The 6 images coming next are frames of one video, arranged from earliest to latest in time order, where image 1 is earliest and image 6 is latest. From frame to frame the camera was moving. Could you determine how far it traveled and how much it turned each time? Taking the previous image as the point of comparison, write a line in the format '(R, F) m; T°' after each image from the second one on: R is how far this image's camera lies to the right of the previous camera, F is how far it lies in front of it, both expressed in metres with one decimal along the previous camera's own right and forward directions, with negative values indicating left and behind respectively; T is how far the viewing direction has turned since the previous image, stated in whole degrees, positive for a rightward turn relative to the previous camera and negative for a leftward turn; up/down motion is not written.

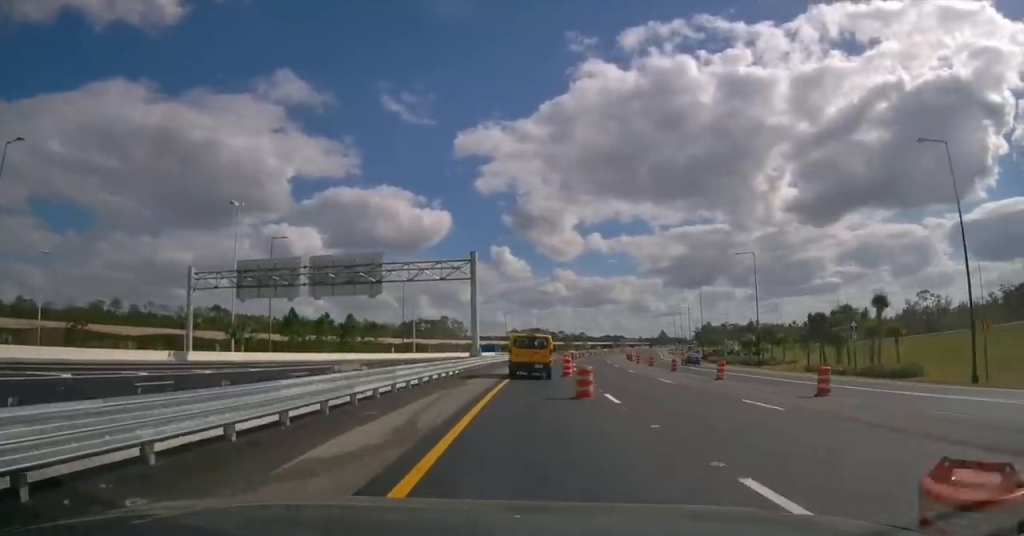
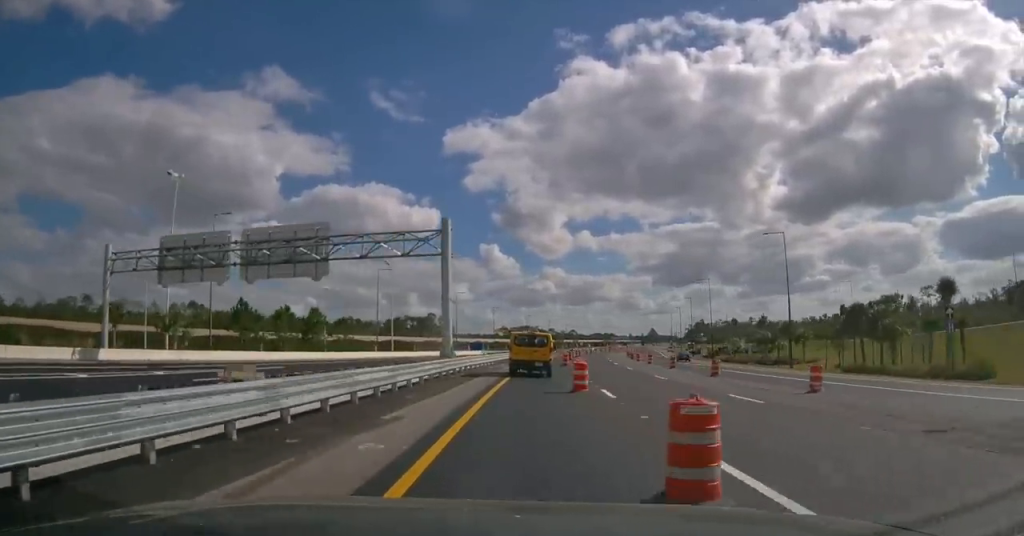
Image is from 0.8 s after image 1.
(+0.3, +11.4) m; +1°
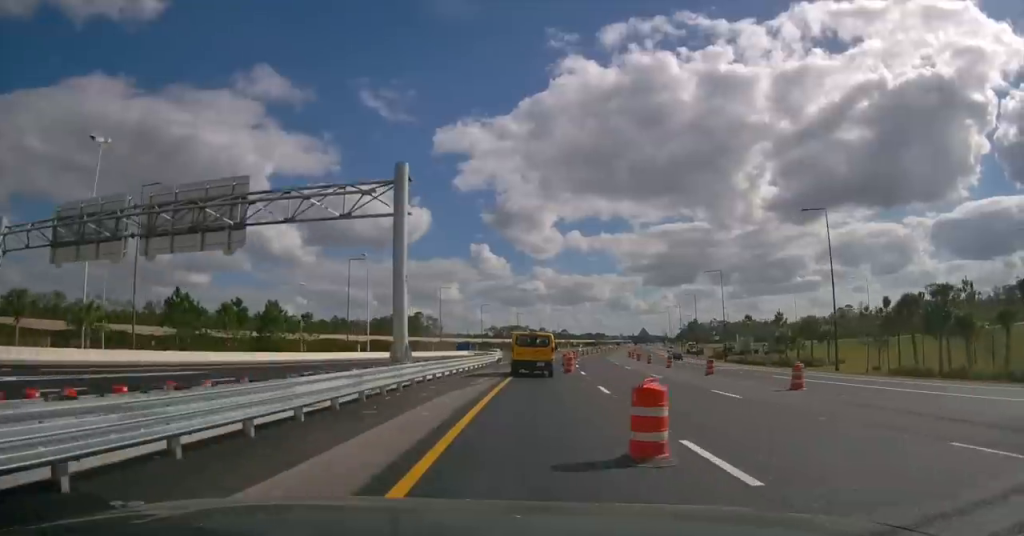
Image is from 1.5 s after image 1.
(+0.3, +11.0) m; 0°
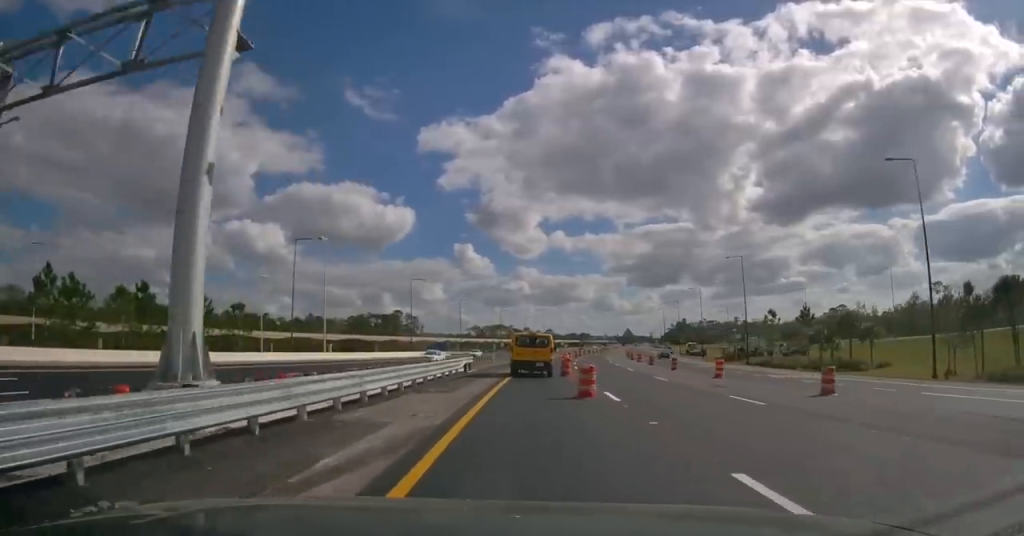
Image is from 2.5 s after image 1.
(-0.4, +14.9) m; -1°
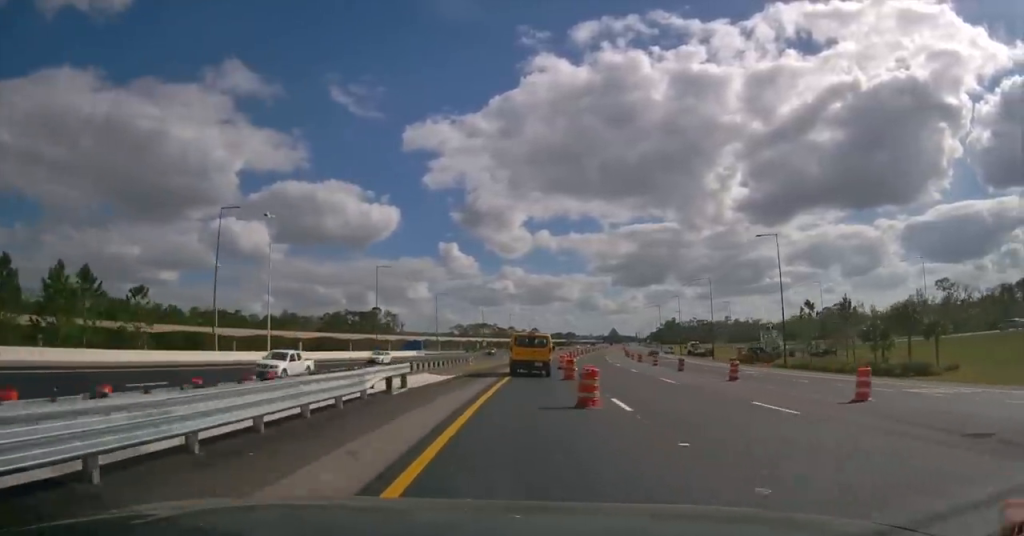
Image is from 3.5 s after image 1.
(+0.1, +15.0) m; +4°
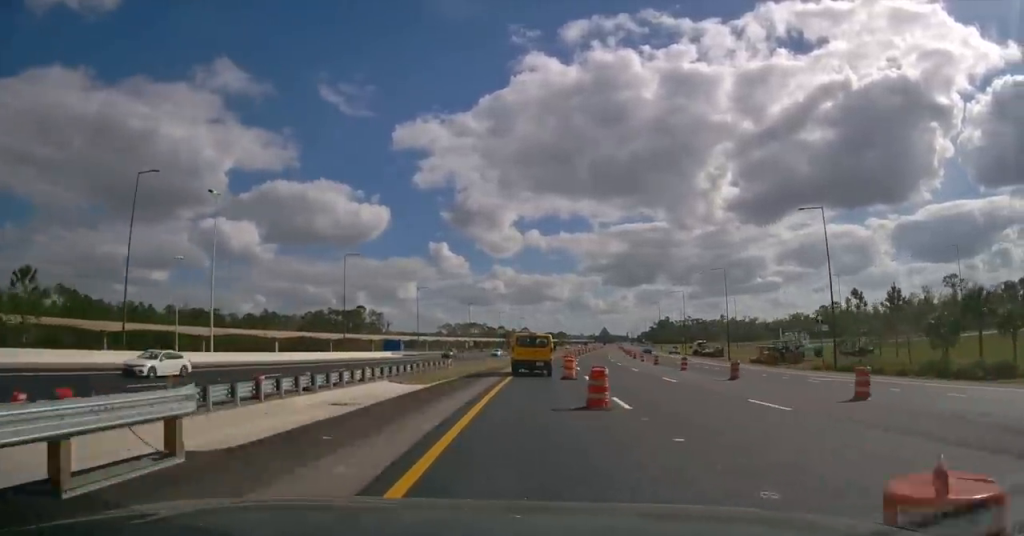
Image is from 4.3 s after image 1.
(+0.7, +12.3) m; +3°
